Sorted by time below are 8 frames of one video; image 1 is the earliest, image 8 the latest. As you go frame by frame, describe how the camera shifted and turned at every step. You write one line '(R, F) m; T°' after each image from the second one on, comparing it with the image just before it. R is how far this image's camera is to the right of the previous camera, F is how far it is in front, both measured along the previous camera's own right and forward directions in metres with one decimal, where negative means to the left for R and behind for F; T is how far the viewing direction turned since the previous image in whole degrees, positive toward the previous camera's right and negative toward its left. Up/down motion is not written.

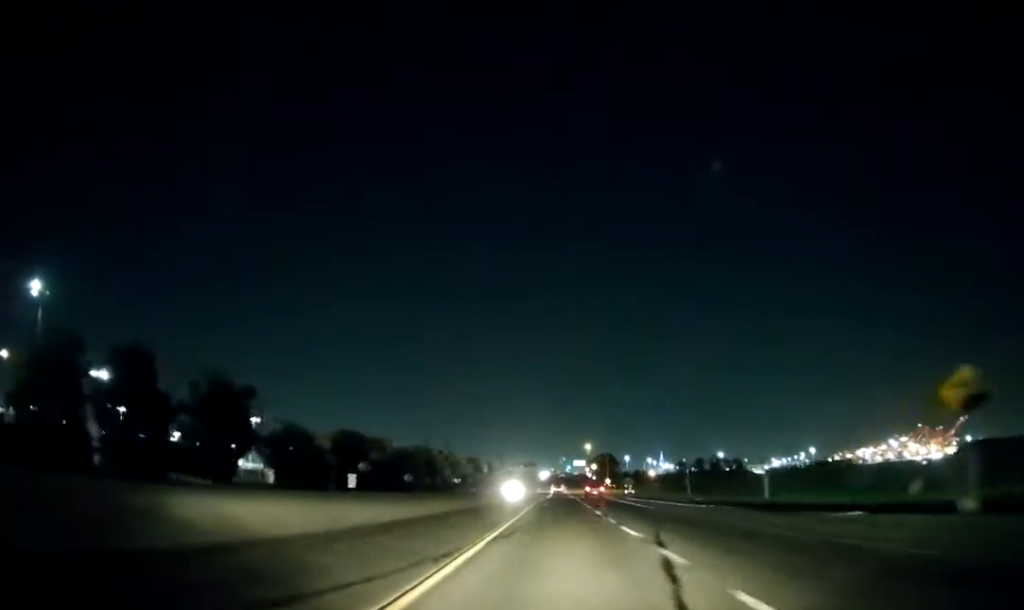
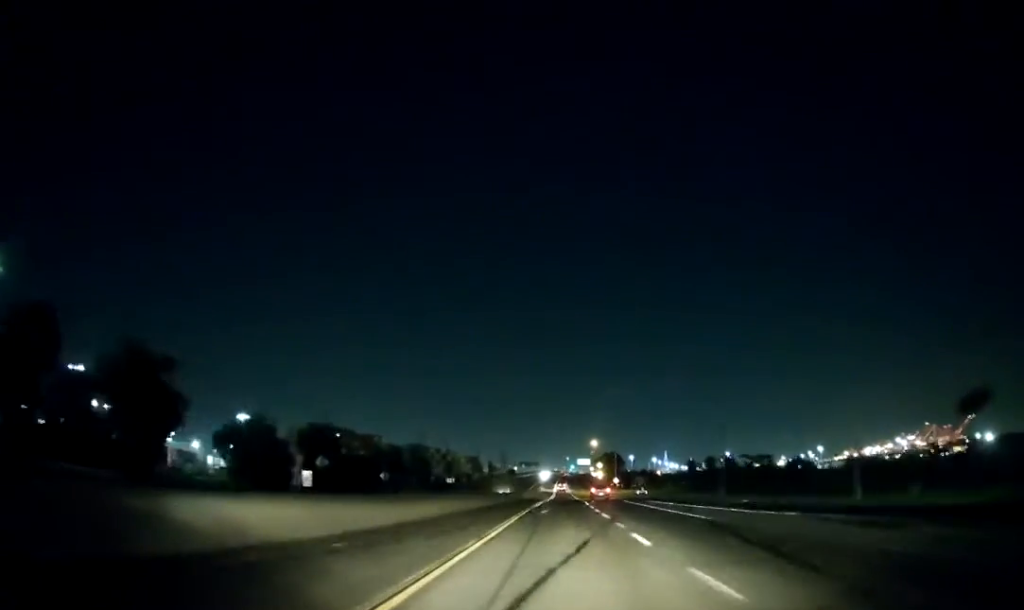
(-0.1, +18.9) m; -1°
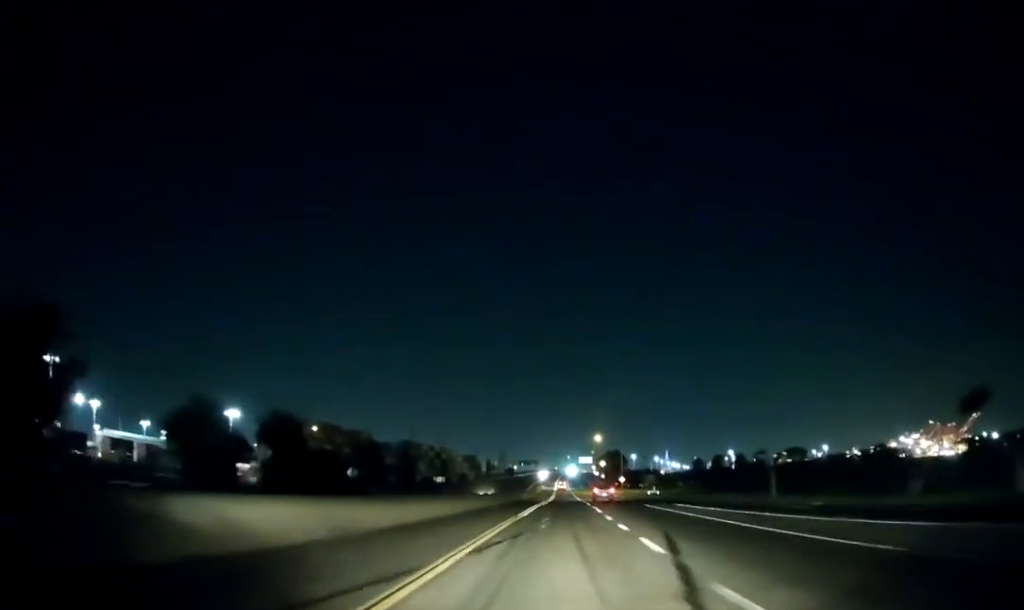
(-0.1, +16.0) m; 0°
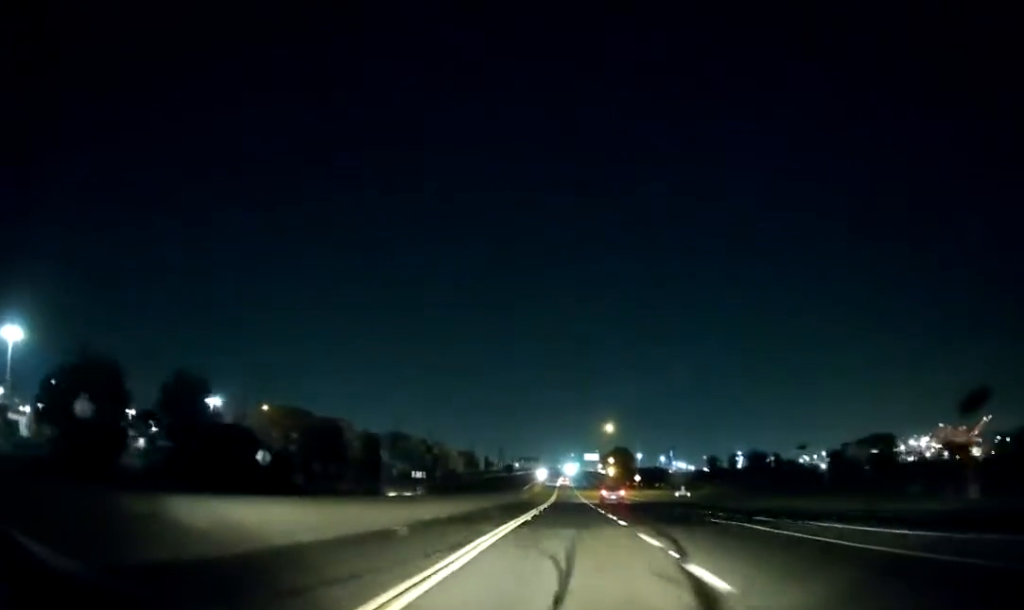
(-0.2, +28.0) m; 0°
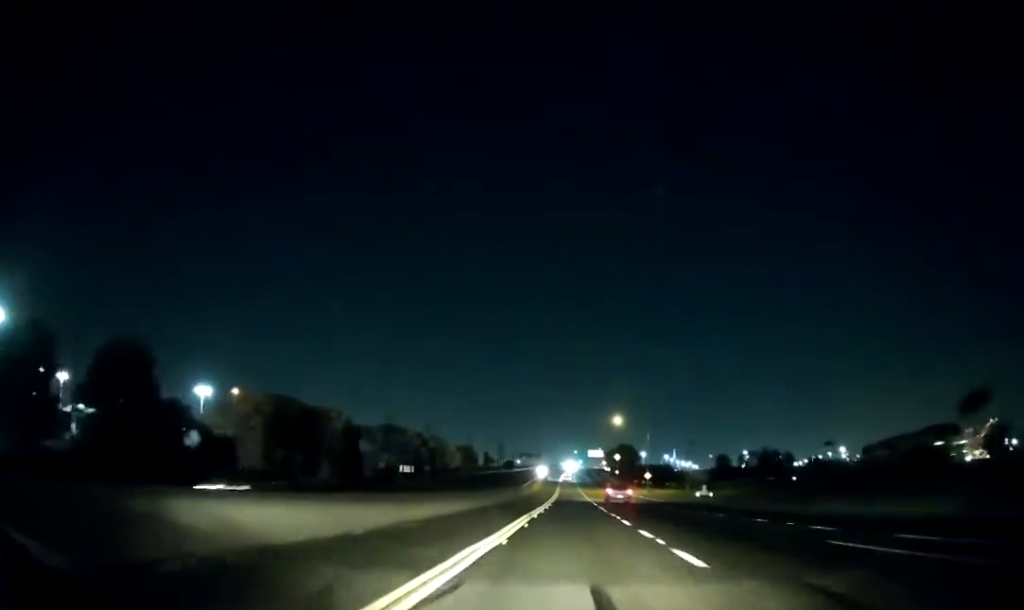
(0.0, +14.0) m; 0°
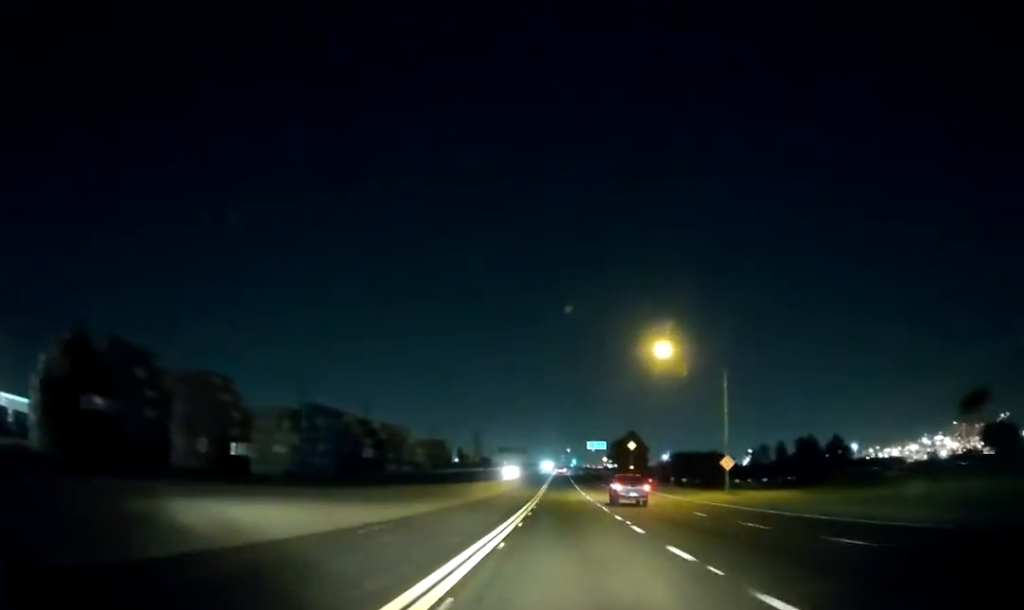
(-0.1, +67.4) m; 0°
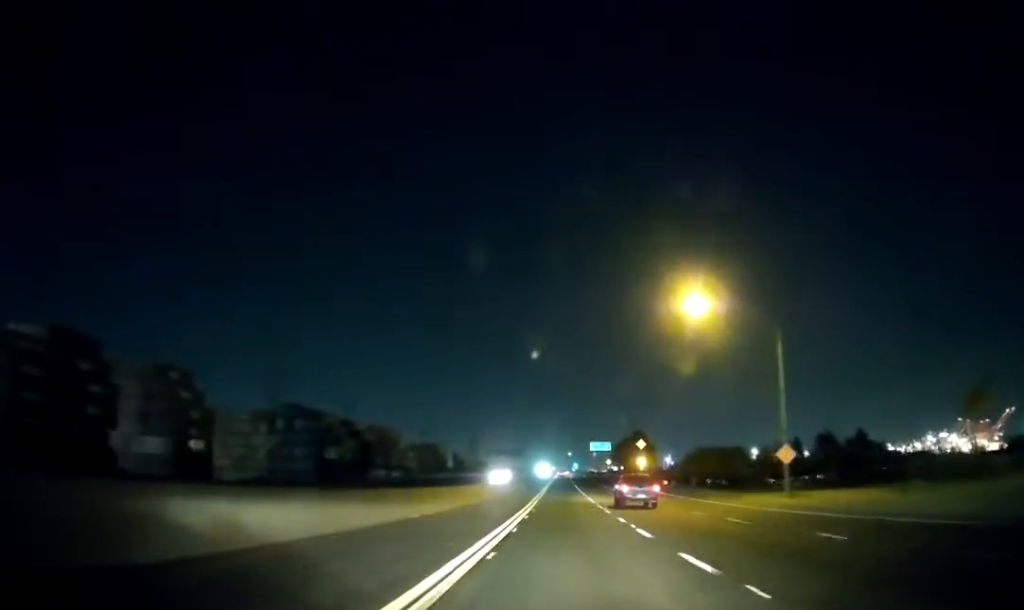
(+0.3, +15.8) m; 0°
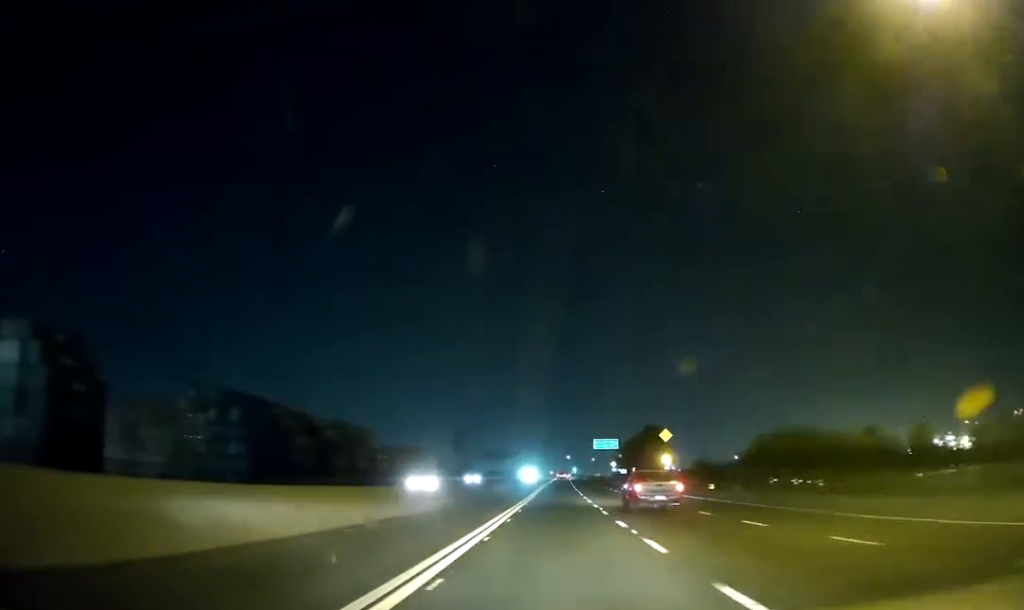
(-0.2, +33.3) m; +1°
